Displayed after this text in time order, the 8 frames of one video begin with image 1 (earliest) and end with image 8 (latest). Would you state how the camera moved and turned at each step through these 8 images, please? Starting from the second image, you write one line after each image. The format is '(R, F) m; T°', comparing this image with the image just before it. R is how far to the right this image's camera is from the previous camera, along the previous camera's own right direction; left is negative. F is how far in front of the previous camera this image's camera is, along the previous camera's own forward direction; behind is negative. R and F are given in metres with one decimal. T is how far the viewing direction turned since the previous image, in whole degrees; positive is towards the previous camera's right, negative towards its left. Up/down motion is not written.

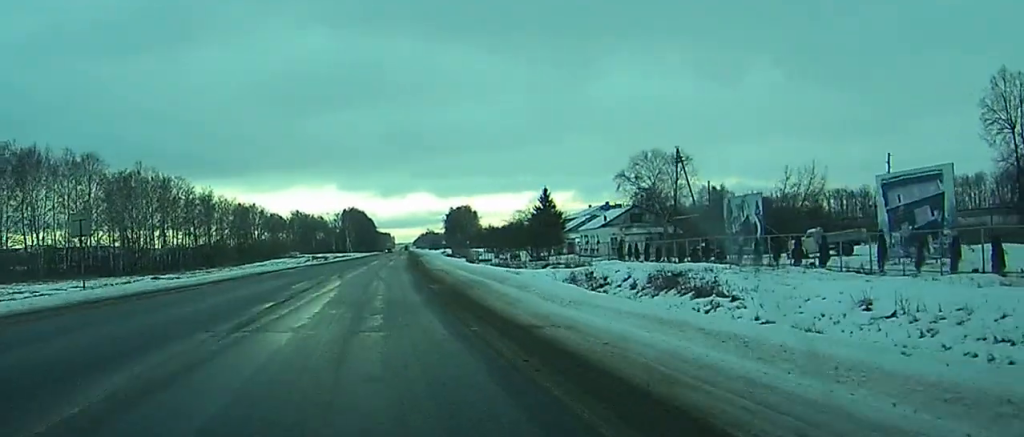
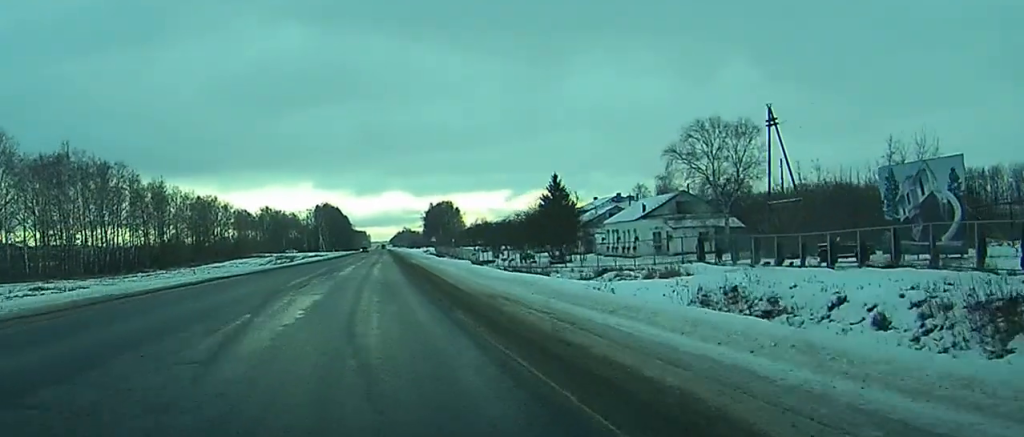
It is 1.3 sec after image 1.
(-0.5, +25.2) m; 0°
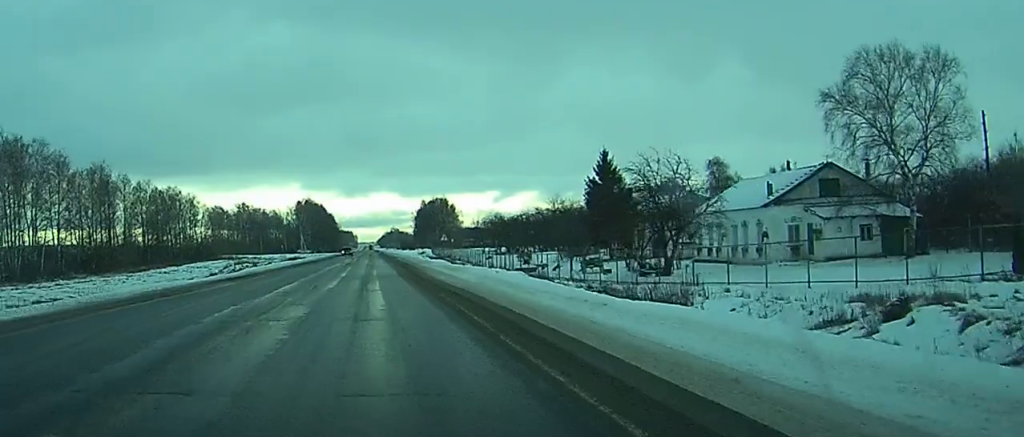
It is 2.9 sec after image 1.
(+1.5, +38.1) m; +3°
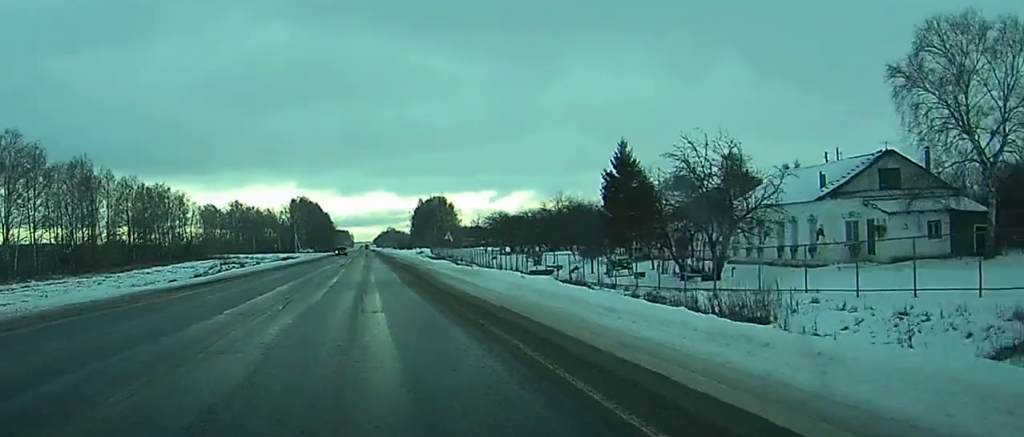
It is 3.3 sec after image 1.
(0.0, +9.7) m; 0°
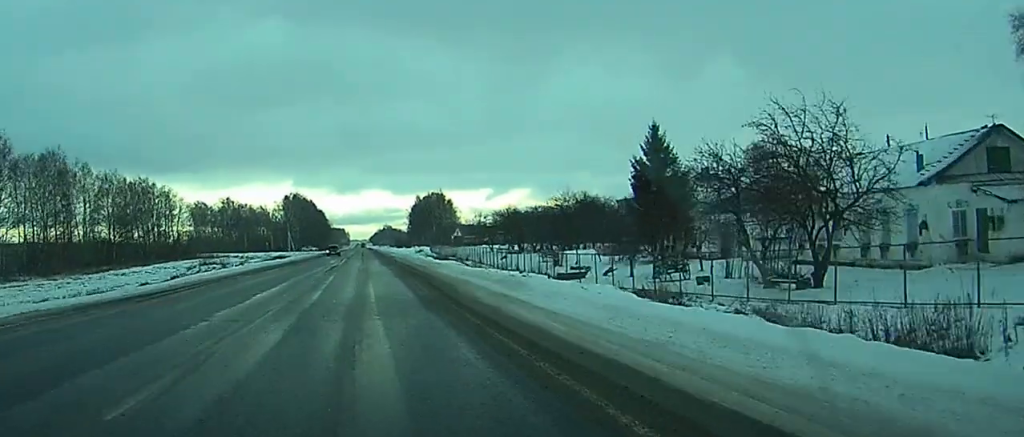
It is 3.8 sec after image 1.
(+0.1, +12.6) m; 0°
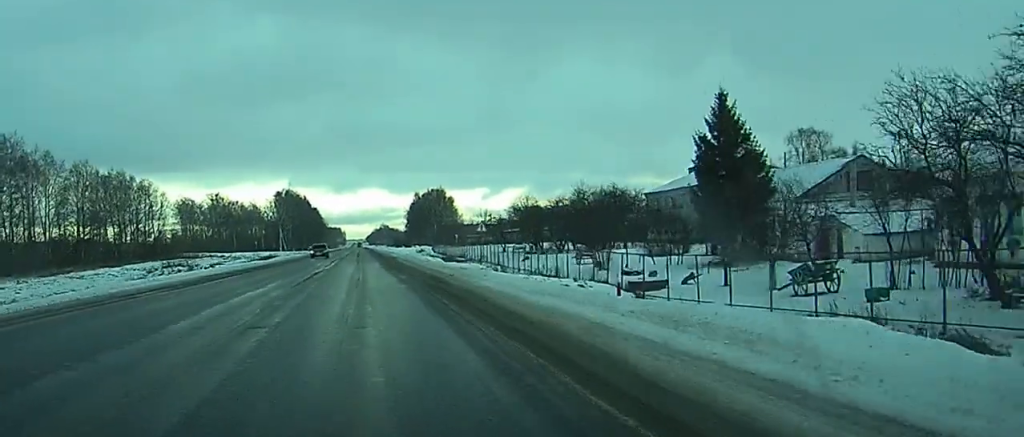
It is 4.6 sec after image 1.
(+0.1, +17.8) m; 0°
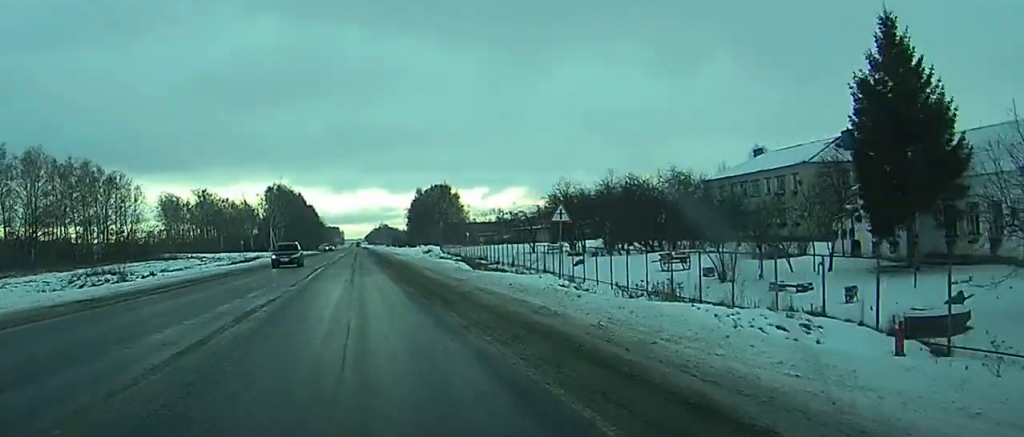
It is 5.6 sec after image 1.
(+0.1, +23.3) m; 0°
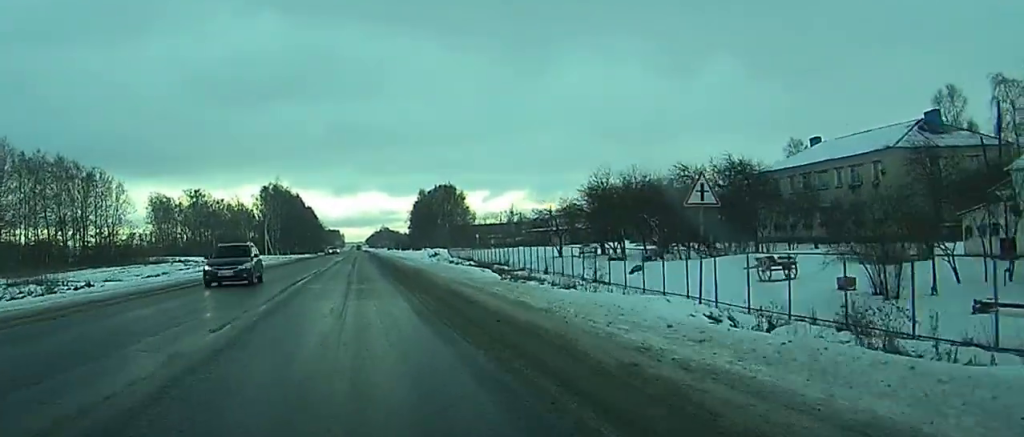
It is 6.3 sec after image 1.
(0.0, +14.0) m; 0°
